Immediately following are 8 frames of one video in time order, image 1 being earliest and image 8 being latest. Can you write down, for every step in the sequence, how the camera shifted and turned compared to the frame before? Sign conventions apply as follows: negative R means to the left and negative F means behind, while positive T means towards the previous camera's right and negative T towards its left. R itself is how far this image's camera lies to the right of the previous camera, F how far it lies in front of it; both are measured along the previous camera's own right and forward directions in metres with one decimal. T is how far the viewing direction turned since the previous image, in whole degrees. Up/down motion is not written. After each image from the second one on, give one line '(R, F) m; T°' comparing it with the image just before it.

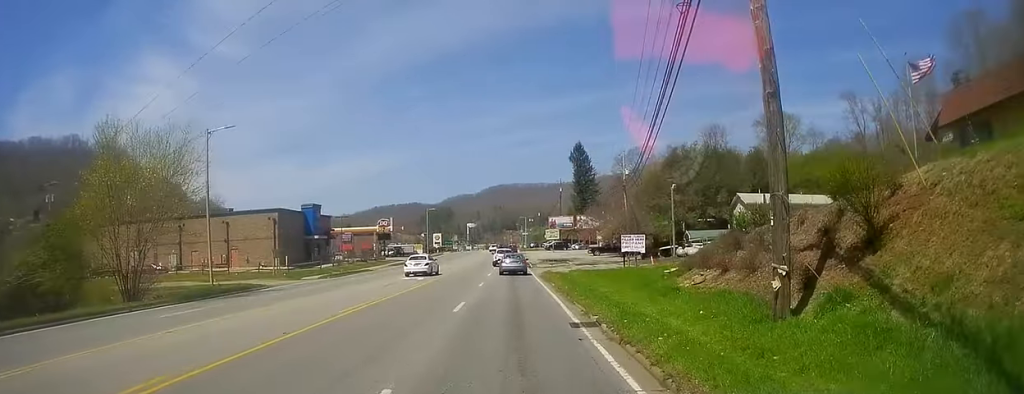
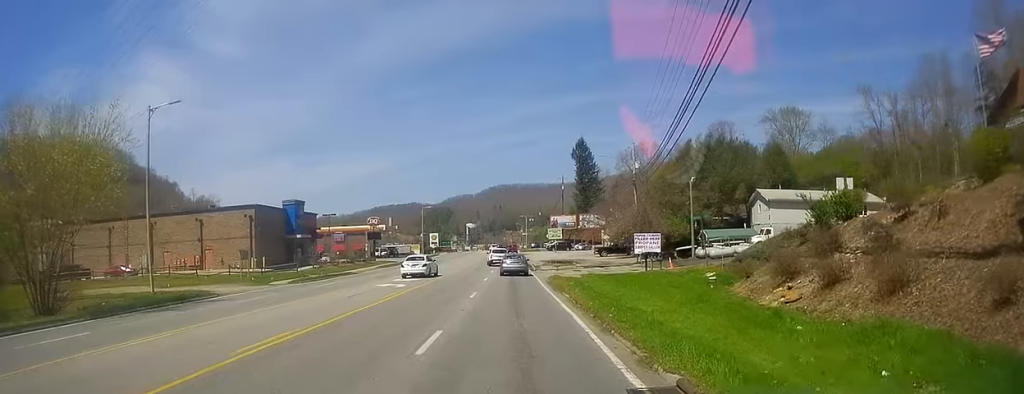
(+0.1, +6.9) m; 0°
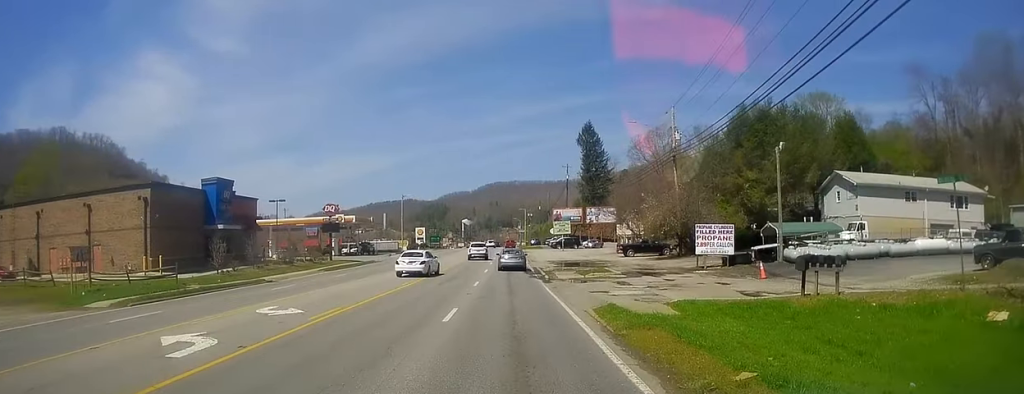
(-0.4, +20.4) m; -1°
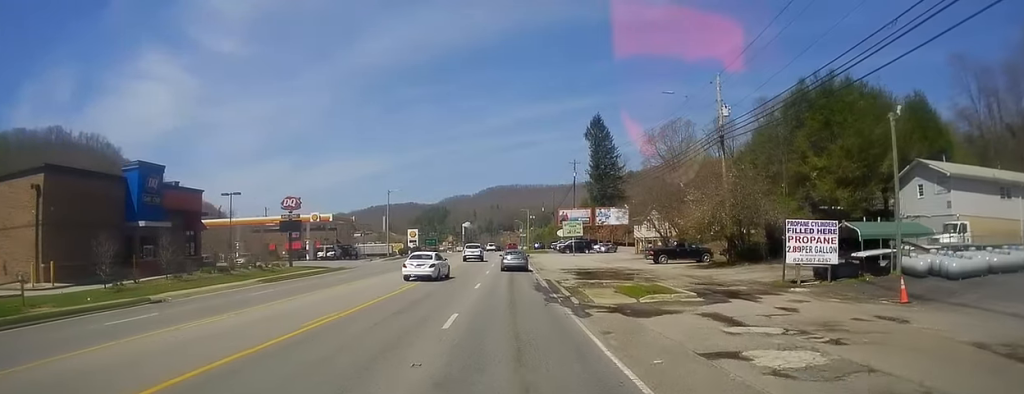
(+0.2, +12.8) m; +3°
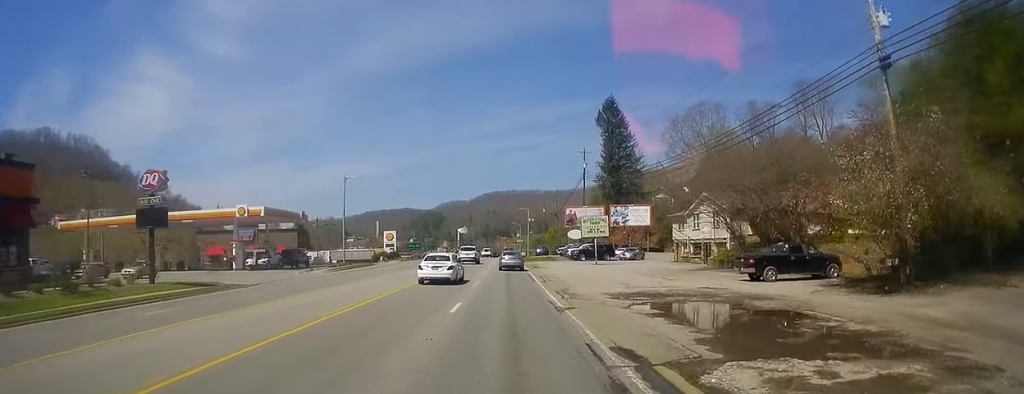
(+0.3, +22.1) m; 0°
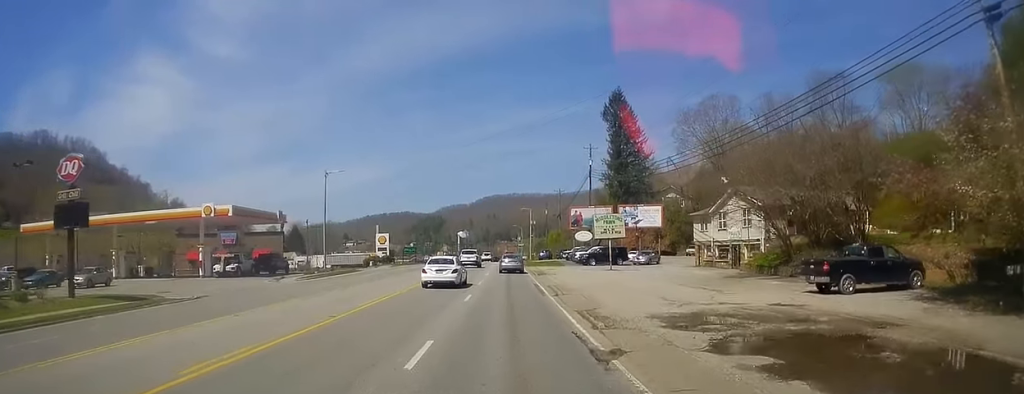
(-0.5, +7.3) m; 0°
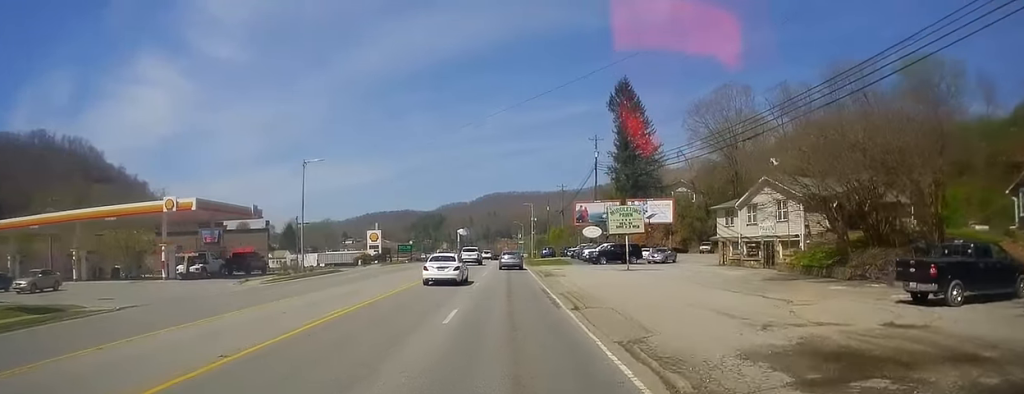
(+0.2, +6.5) m; 0°
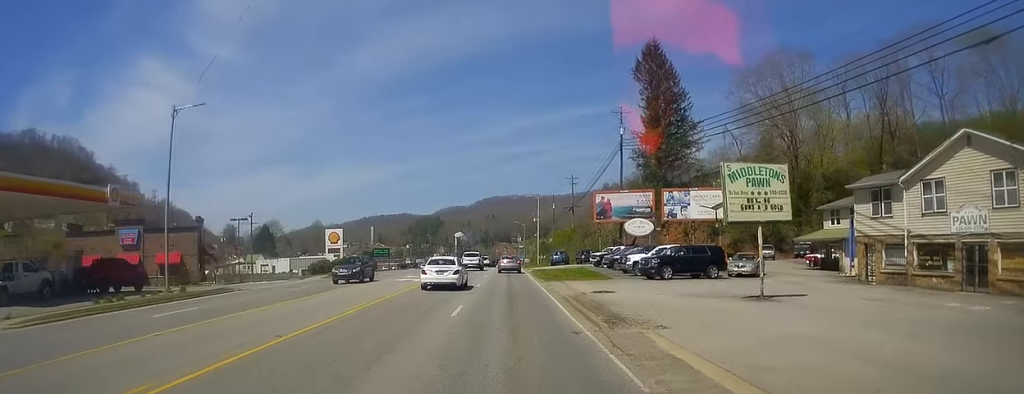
(-0.2, +21.9) m; 0°
